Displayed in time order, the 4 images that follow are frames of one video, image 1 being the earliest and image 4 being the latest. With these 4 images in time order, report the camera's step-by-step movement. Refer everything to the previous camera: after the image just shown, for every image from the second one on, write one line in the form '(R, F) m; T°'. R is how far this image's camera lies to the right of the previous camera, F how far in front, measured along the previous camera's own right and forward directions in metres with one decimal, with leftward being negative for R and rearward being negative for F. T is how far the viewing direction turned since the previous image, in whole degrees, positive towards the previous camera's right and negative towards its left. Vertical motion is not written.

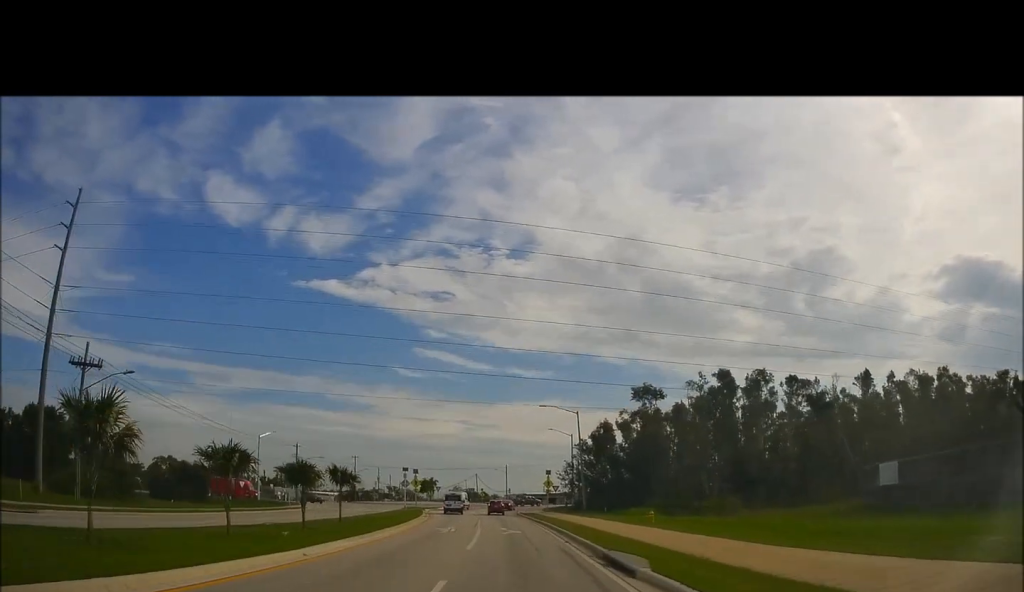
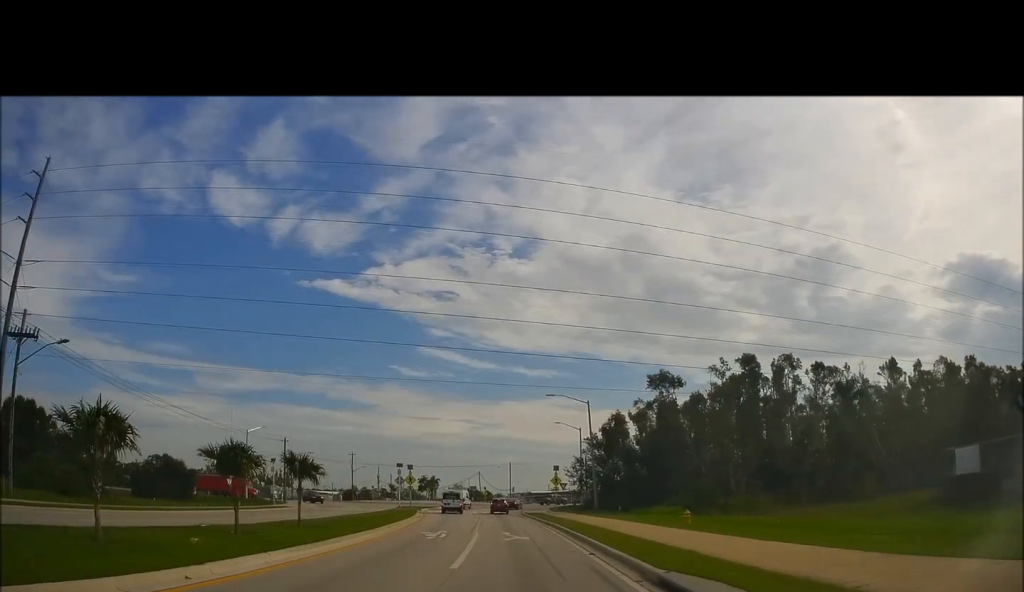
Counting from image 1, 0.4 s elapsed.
(-0.3, +6.3) m; -1°
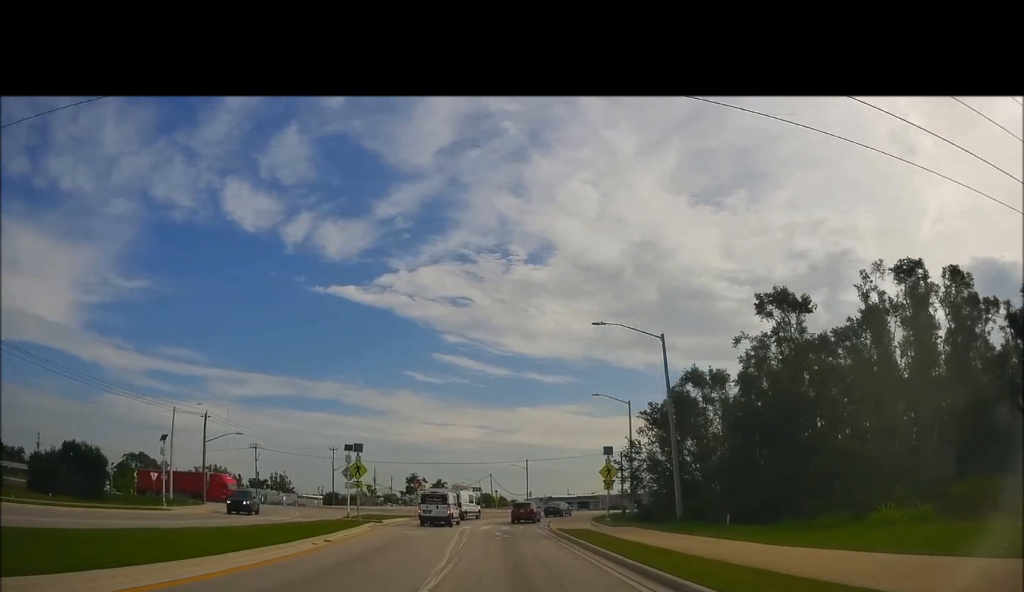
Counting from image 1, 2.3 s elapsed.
(-1.3, +27.7) m; -5°
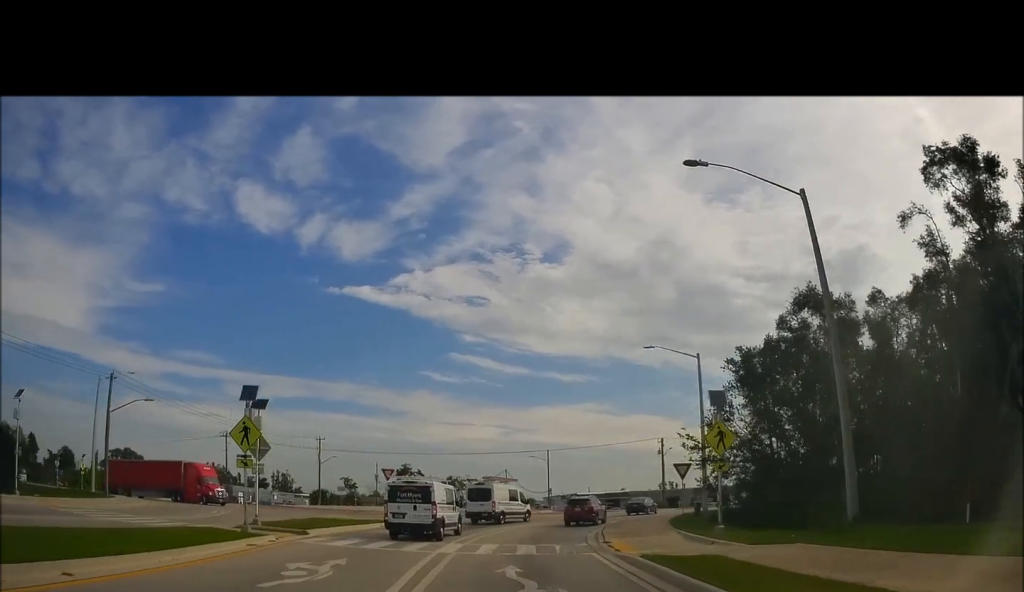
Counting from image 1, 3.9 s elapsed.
(+0.4, +21.3) m; +3°
